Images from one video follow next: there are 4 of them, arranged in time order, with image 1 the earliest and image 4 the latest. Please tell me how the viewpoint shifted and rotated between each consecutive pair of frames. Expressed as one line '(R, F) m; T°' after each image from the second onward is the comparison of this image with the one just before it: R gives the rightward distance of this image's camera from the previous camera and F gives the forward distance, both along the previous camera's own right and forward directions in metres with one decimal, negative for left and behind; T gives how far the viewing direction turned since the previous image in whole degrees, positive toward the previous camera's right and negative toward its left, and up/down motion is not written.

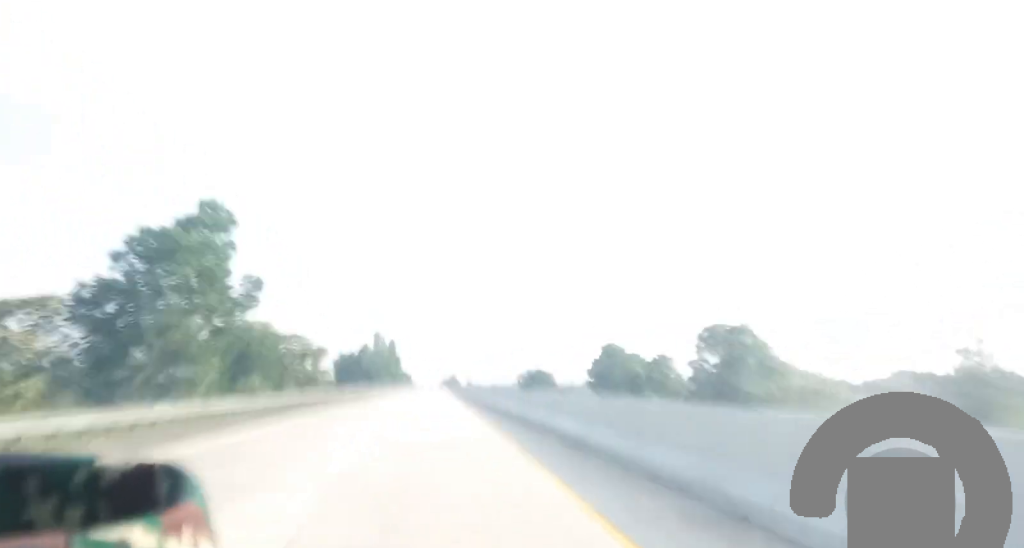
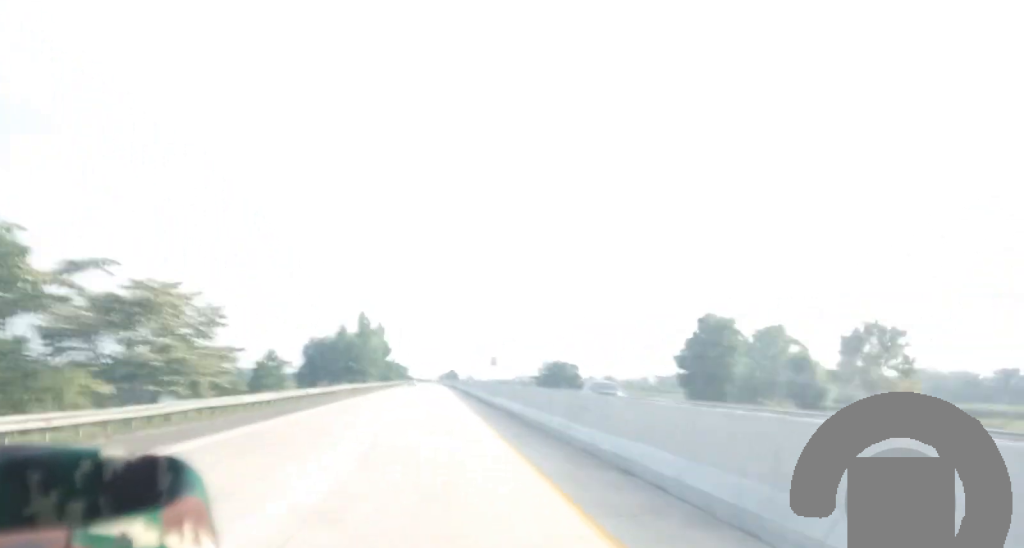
(-0.1, +47.1) m; -1°
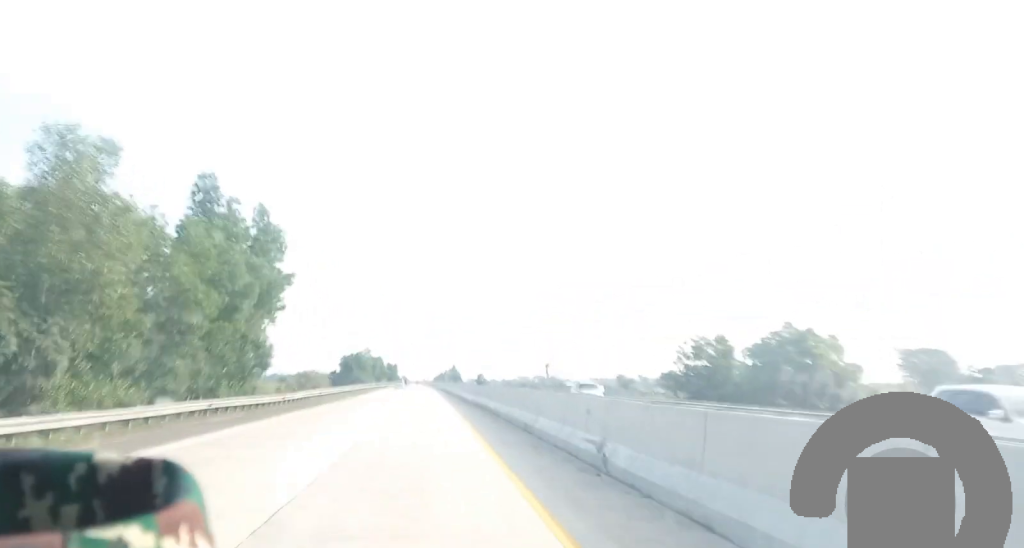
(0.0, +125.0) m; 0°
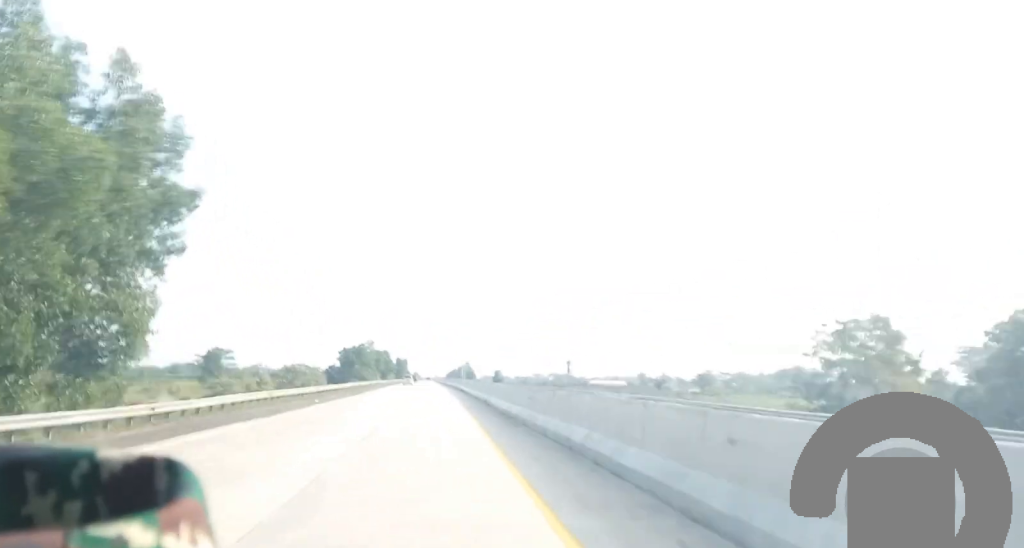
(-0.4, +26.7) m; -1°
